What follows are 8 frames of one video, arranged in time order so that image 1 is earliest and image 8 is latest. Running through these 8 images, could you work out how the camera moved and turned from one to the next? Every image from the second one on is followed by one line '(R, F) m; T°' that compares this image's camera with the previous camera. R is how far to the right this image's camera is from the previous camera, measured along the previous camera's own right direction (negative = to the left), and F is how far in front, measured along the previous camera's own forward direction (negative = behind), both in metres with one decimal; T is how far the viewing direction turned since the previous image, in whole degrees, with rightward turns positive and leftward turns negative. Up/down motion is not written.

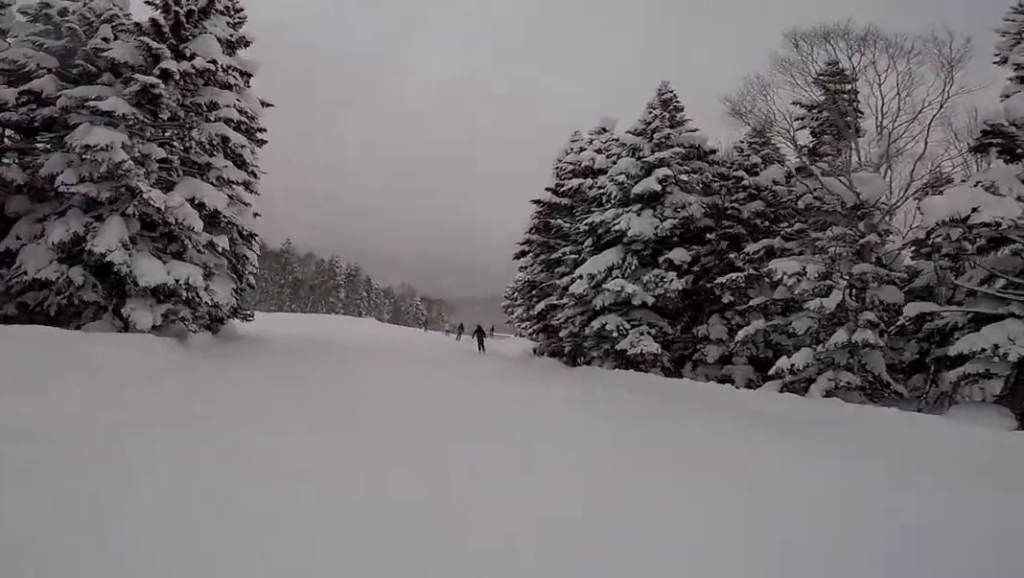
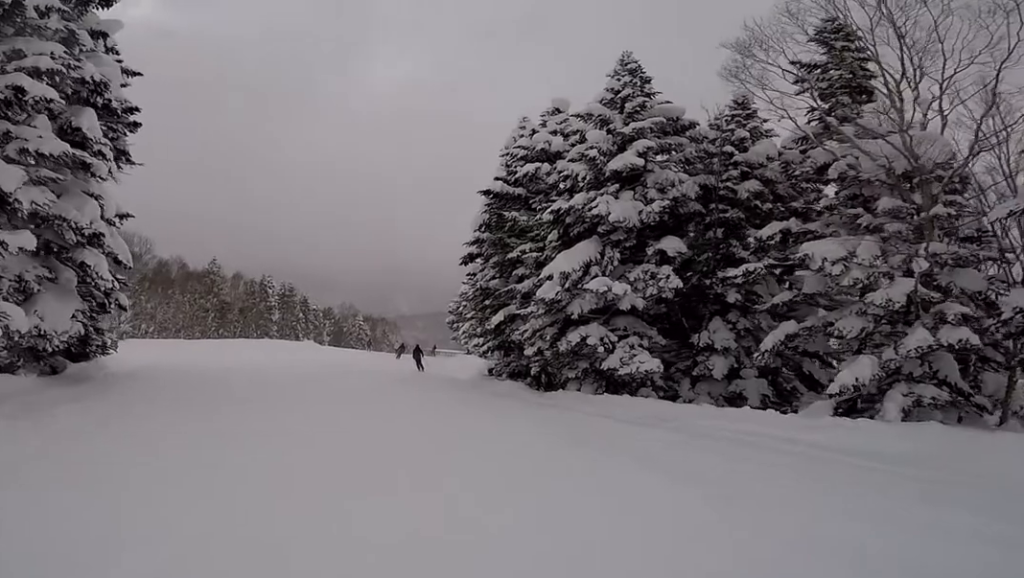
(0.0, +4.1) m; 0°
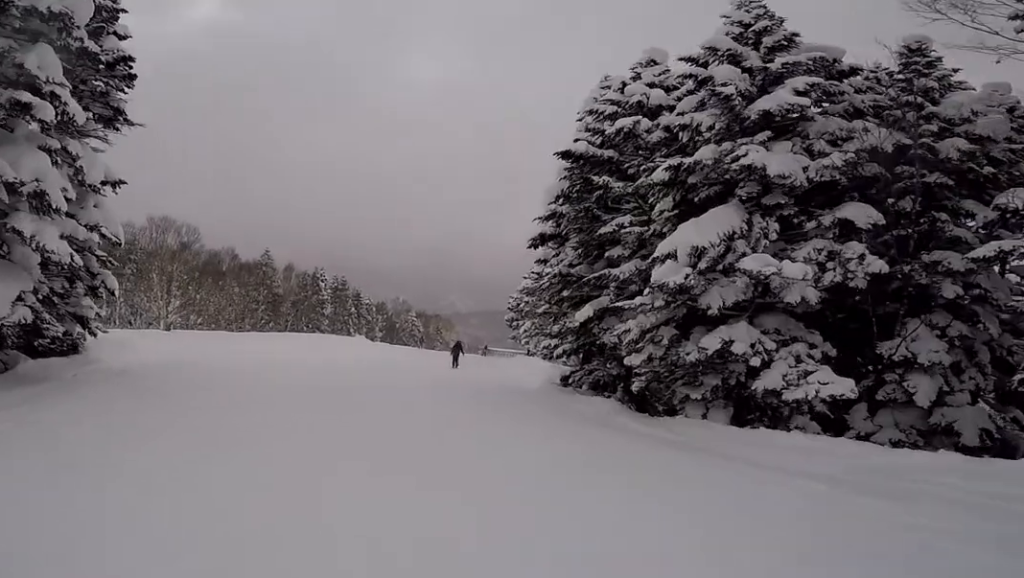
(0.0, +3.7) m; 0°
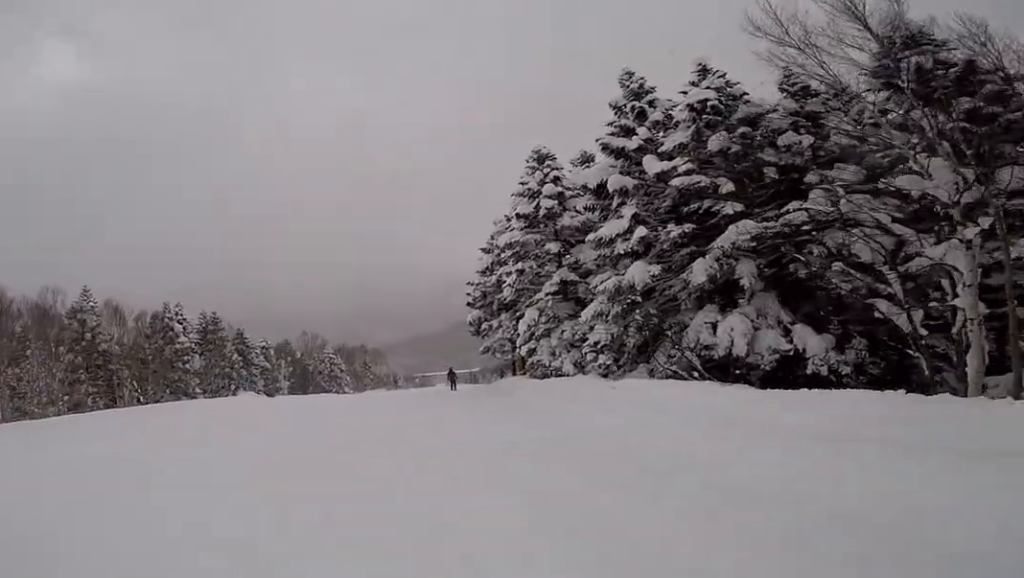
(0.0, +22.4) m; 0°
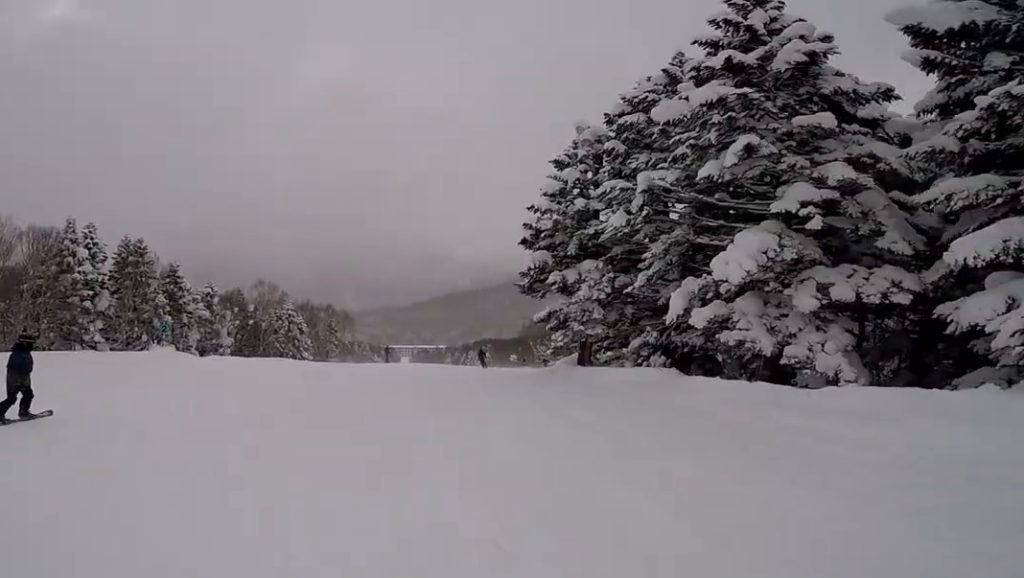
(+1.2, +11.7) m; +16°
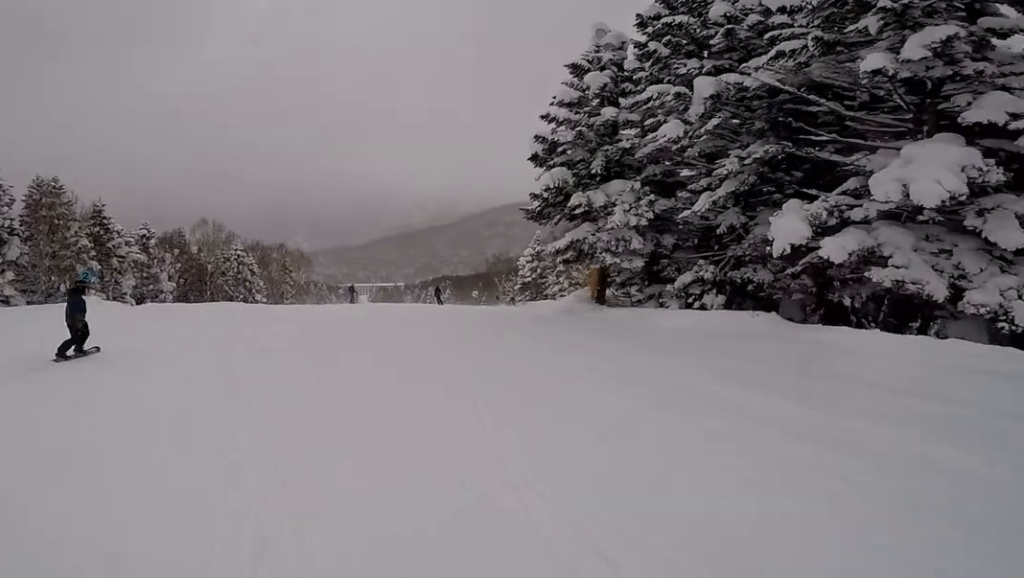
(+0.7, +3.6) m; +4°
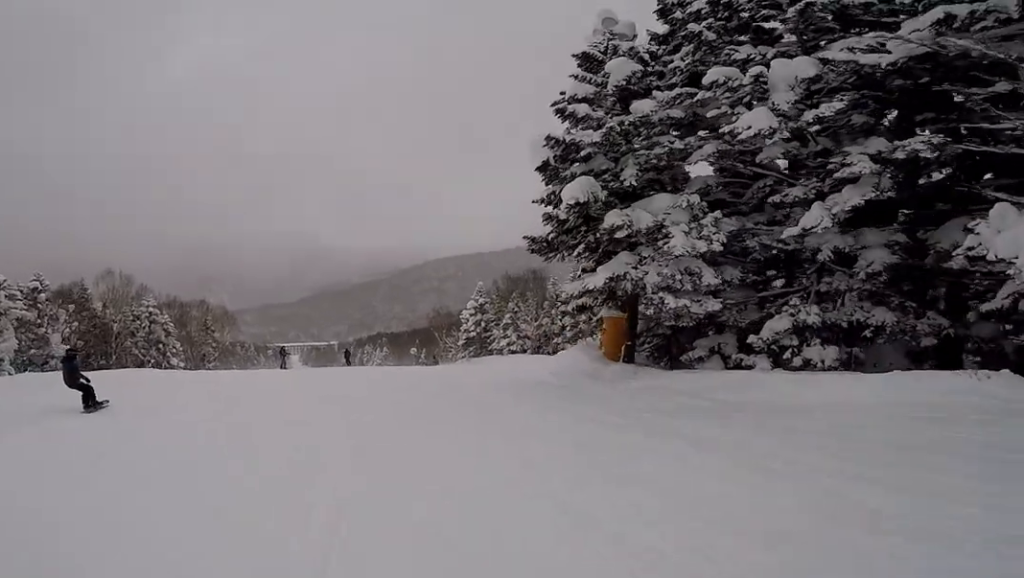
(-0.4, +4.4) m; -5°
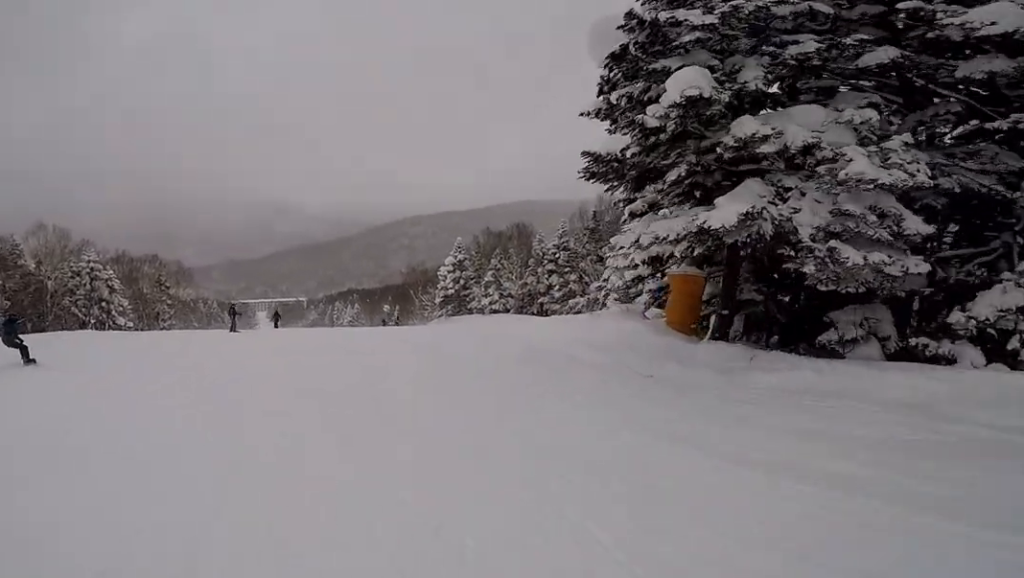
(-0.2, +3.8) m; -2°
